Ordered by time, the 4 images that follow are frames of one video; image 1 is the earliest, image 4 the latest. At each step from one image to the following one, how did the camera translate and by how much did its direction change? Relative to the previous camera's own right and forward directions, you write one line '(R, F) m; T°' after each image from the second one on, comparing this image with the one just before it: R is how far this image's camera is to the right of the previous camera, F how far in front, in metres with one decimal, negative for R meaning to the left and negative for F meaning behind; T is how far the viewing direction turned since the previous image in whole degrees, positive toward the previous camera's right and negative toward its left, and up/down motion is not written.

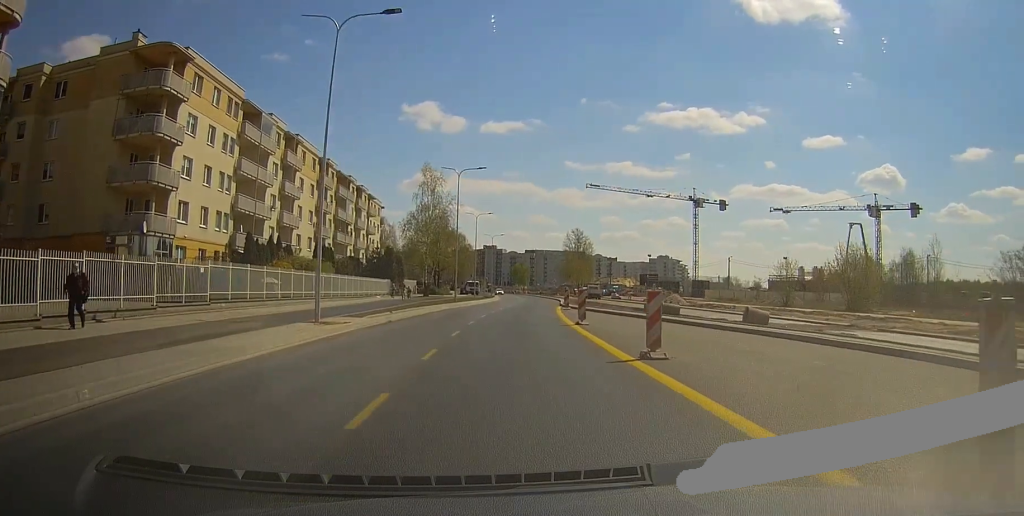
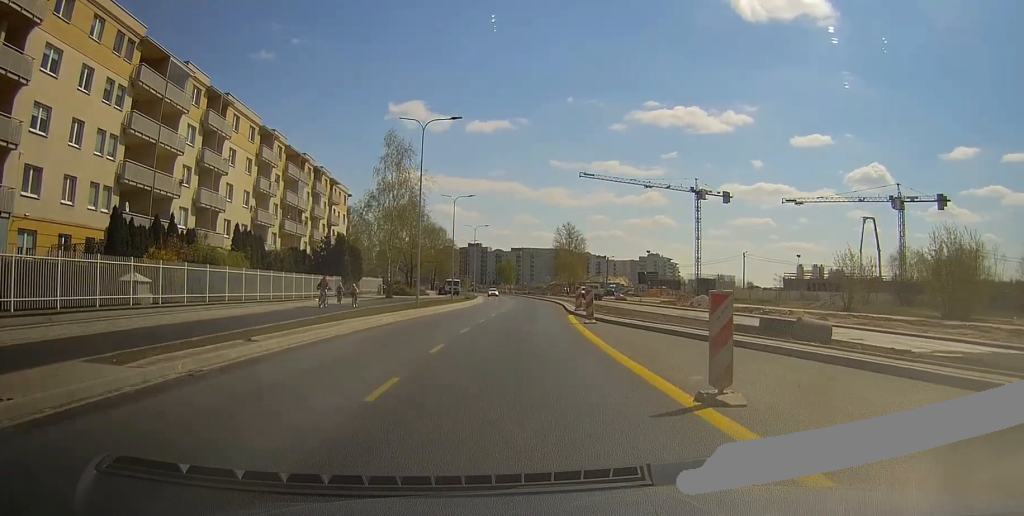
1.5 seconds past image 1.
(+0.4, +16.7) m; +5°
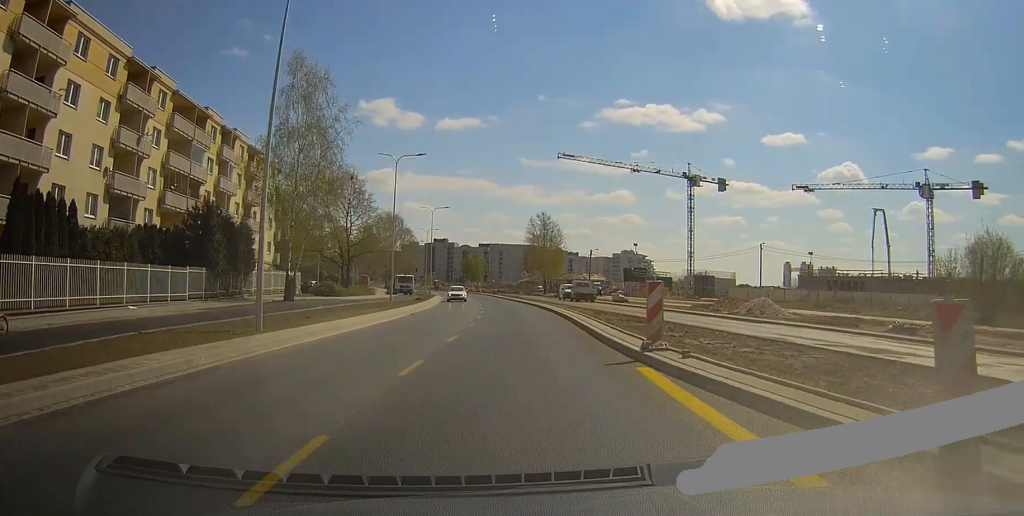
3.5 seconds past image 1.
(+1.0, +22.2) m; +3°
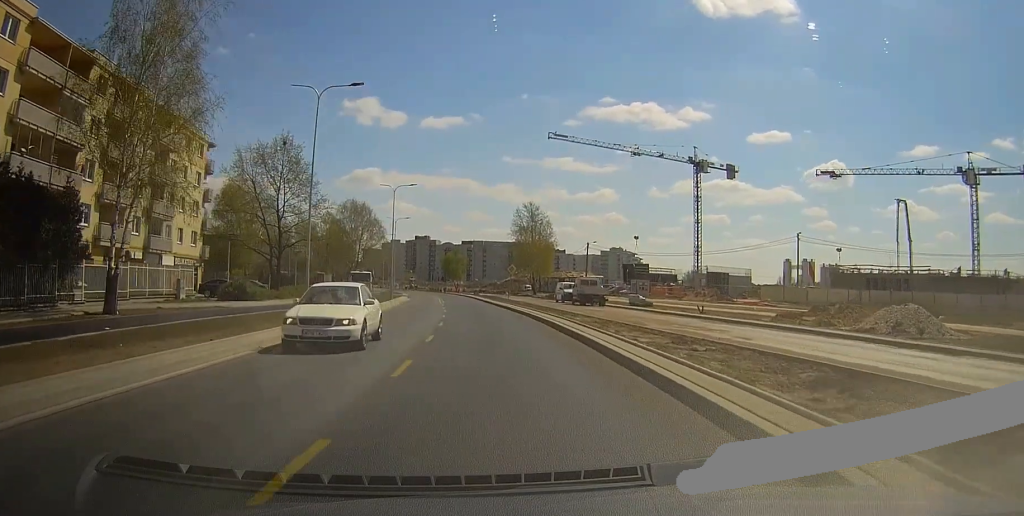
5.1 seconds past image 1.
(0.0, +18.9) m; +1°
